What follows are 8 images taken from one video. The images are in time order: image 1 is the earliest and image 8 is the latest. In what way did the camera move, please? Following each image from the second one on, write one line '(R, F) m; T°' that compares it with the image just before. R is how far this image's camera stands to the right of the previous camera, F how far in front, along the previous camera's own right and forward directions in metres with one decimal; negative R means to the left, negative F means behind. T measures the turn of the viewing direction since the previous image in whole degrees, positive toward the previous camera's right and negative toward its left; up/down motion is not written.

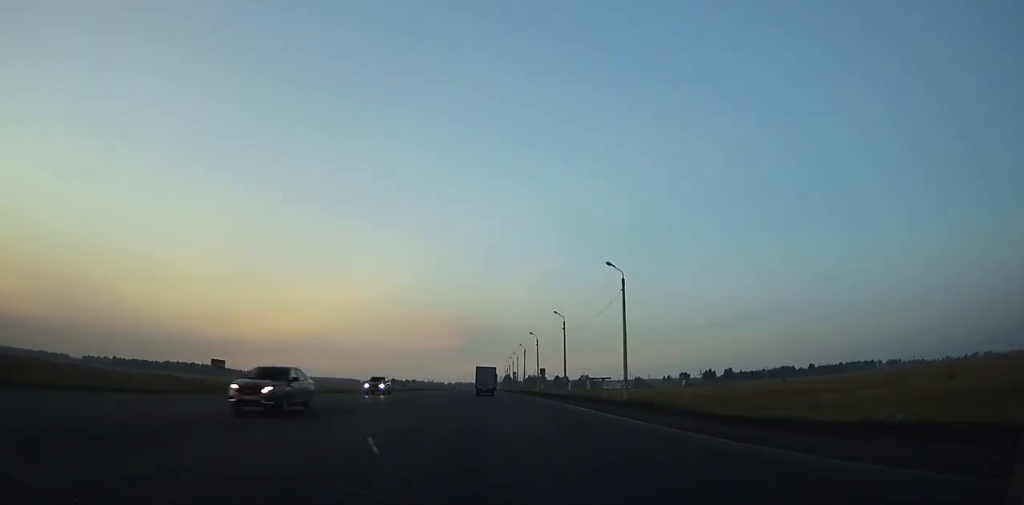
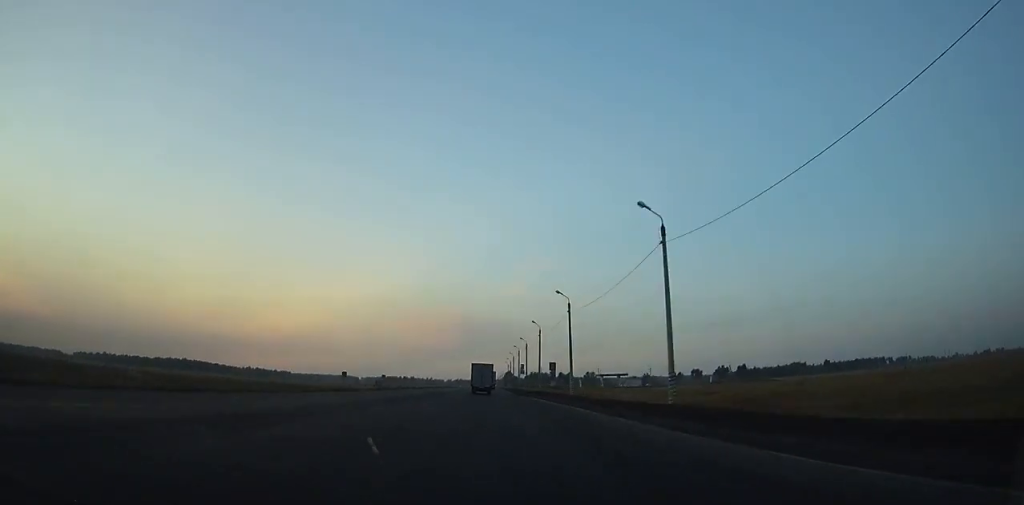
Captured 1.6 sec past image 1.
(0.0, +36.1) m; 0°
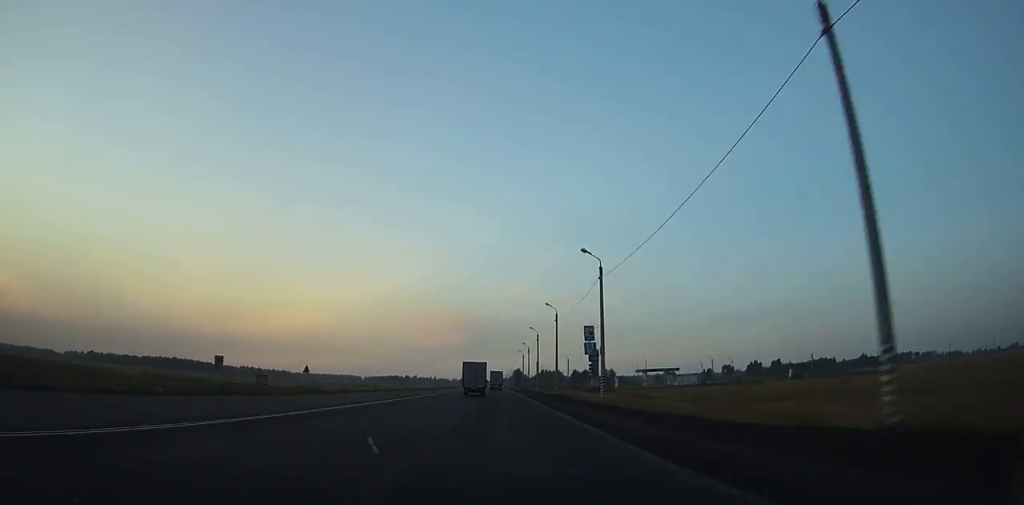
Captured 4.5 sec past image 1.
(0.0, +65.7) m; 0°
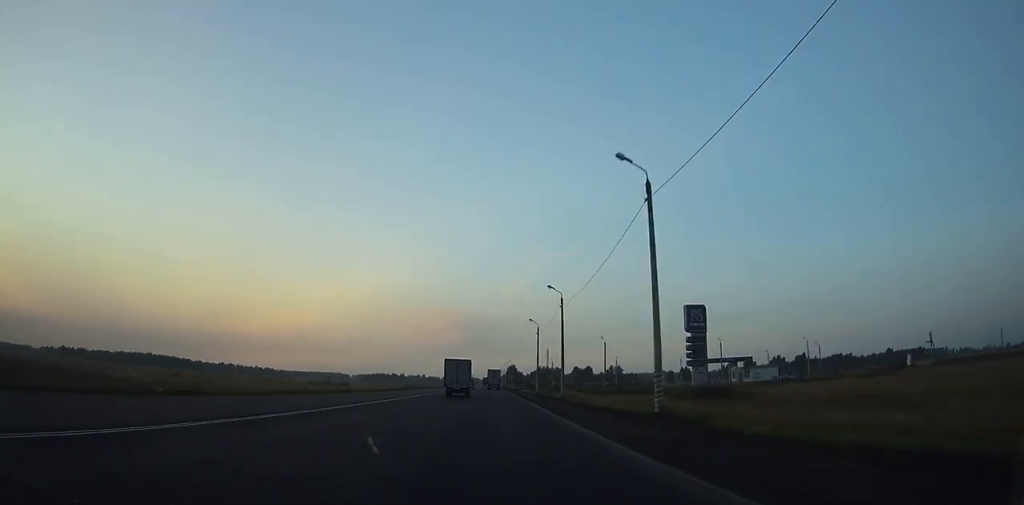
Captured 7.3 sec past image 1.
(-0.1, +63.7) m; 0°
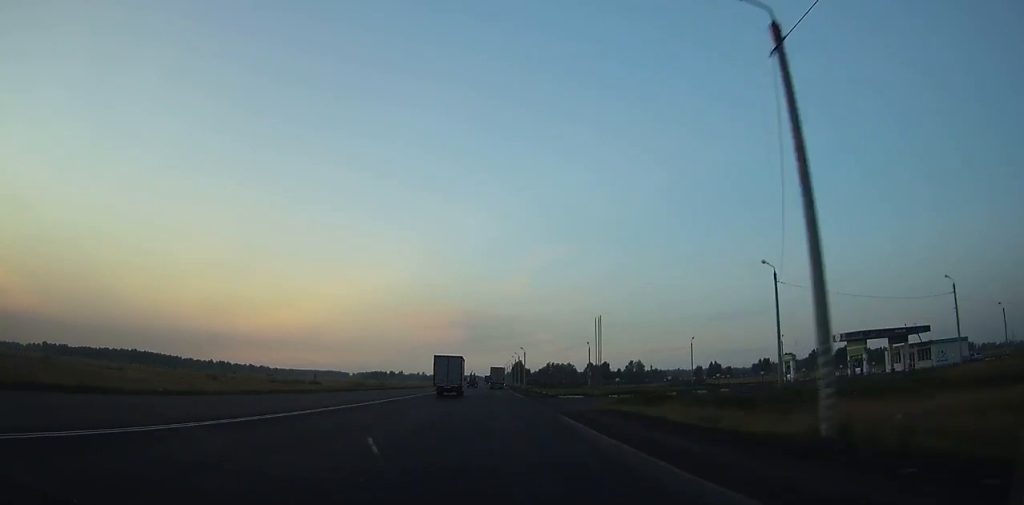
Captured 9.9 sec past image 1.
(0.0, +59.1) m; 0°
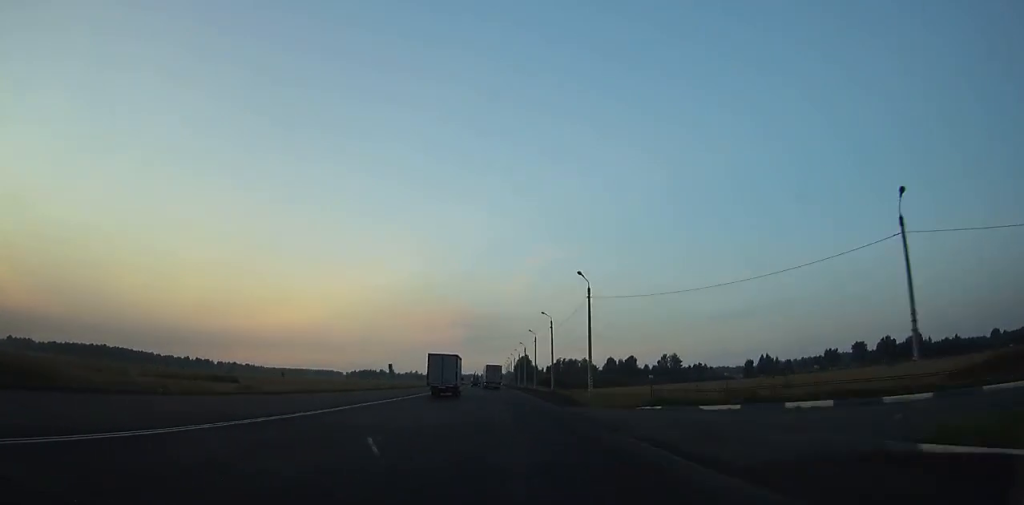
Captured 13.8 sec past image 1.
(-0.3, +87.1) m; 0°
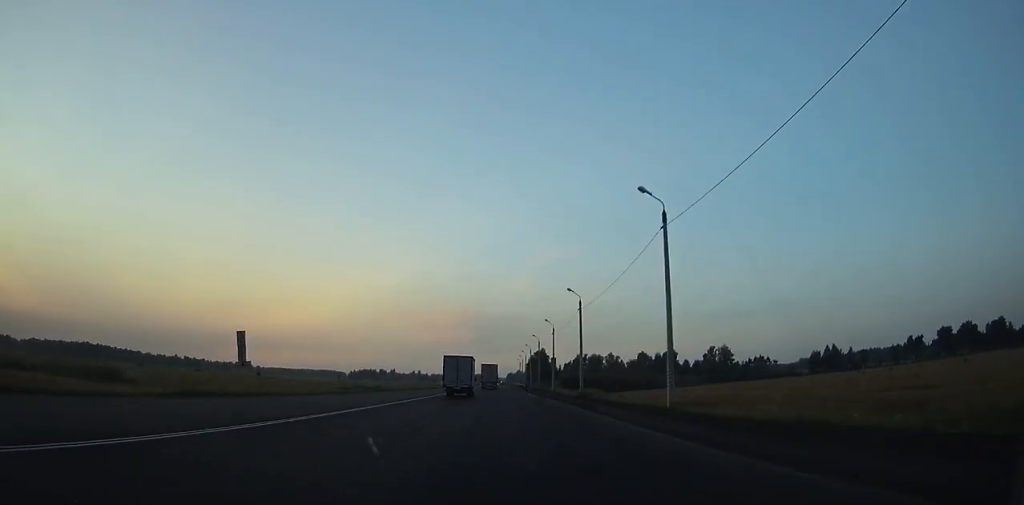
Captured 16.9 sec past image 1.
(-0.2, +67.1) m; 0°
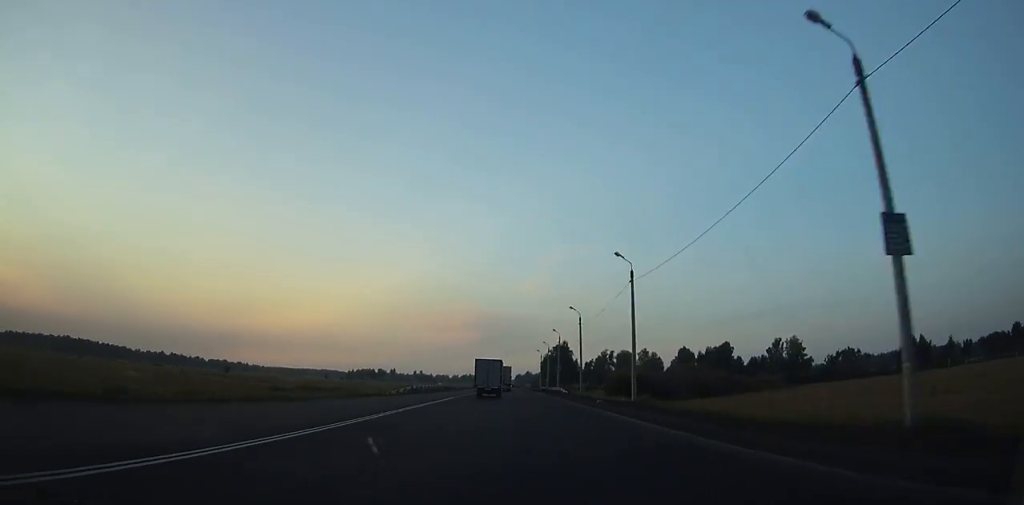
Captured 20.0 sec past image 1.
(-0.4, +65.3) m; 0°
